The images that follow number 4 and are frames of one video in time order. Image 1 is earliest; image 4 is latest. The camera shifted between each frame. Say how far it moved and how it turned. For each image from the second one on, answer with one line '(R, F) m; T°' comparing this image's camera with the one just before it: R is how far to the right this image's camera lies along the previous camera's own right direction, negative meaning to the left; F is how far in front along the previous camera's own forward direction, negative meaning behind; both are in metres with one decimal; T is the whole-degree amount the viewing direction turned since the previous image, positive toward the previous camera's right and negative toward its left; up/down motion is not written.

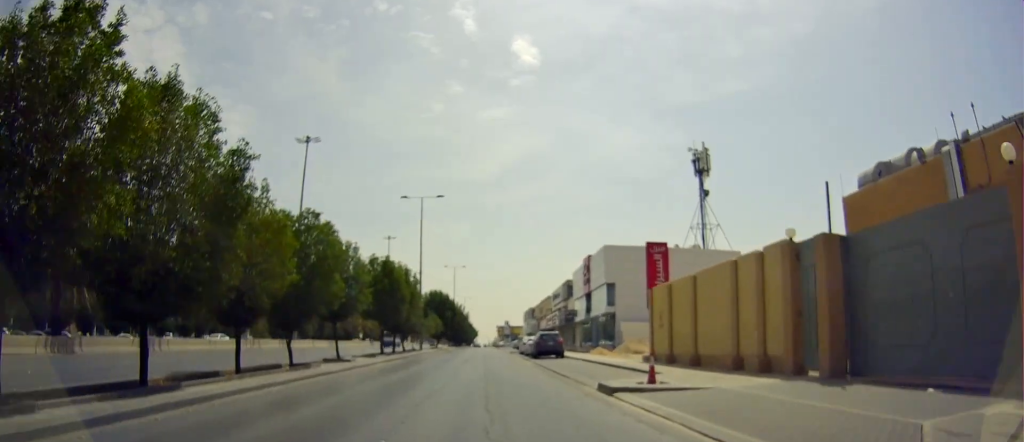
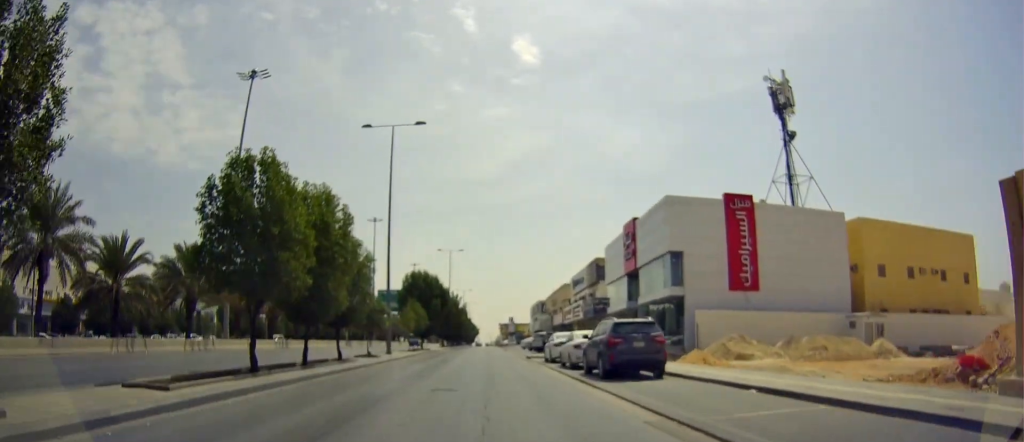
(-0.4, +18.1) m; -4°
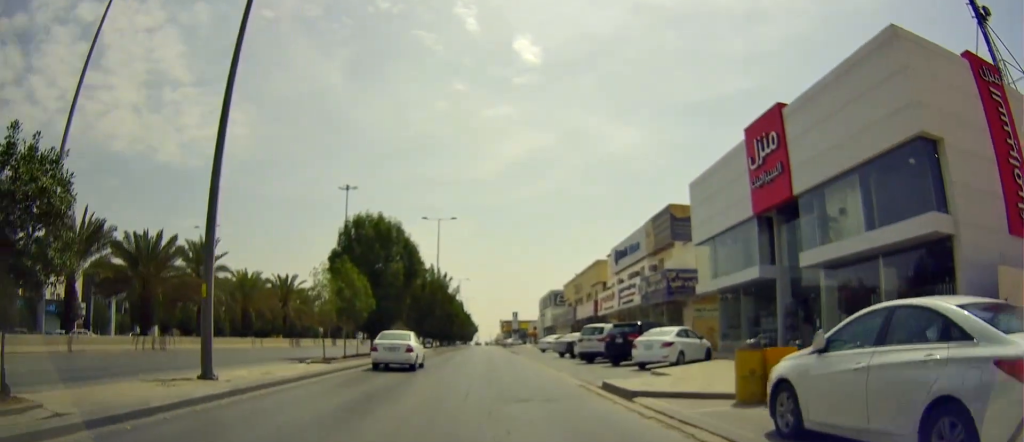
(+1.4, +24.3) m; +5°
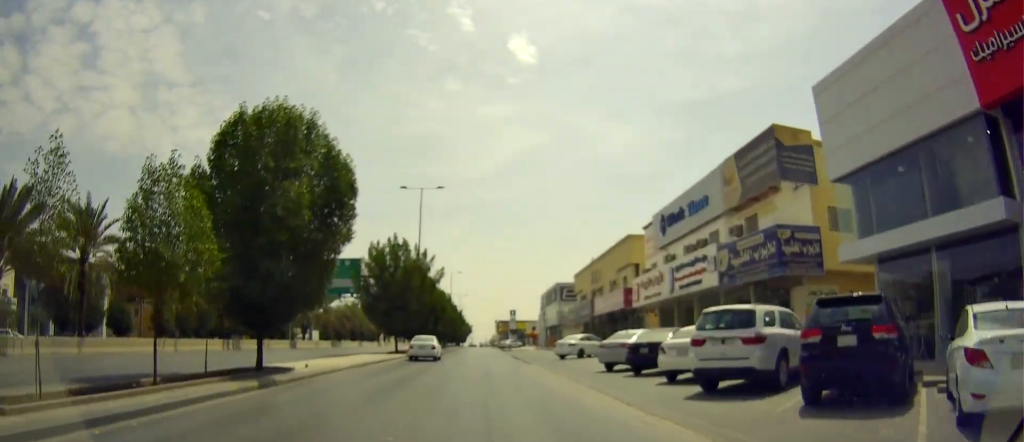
(-0.8, +15.4) m; -4°
